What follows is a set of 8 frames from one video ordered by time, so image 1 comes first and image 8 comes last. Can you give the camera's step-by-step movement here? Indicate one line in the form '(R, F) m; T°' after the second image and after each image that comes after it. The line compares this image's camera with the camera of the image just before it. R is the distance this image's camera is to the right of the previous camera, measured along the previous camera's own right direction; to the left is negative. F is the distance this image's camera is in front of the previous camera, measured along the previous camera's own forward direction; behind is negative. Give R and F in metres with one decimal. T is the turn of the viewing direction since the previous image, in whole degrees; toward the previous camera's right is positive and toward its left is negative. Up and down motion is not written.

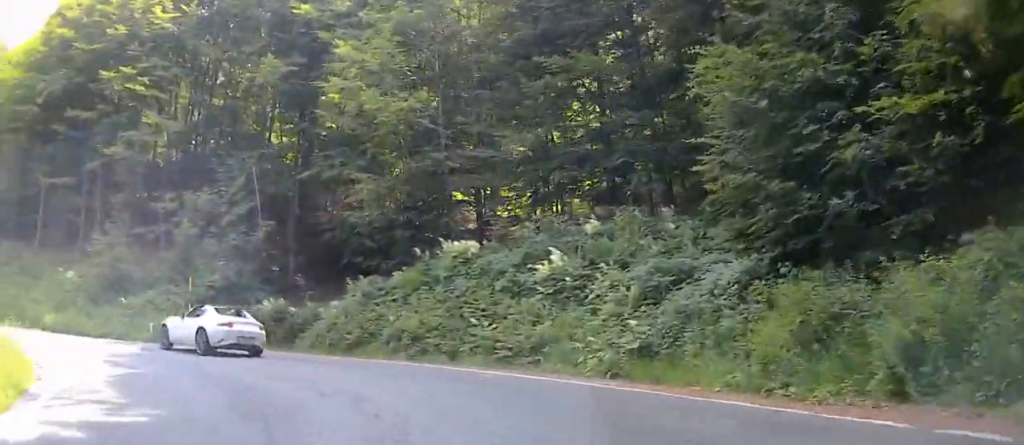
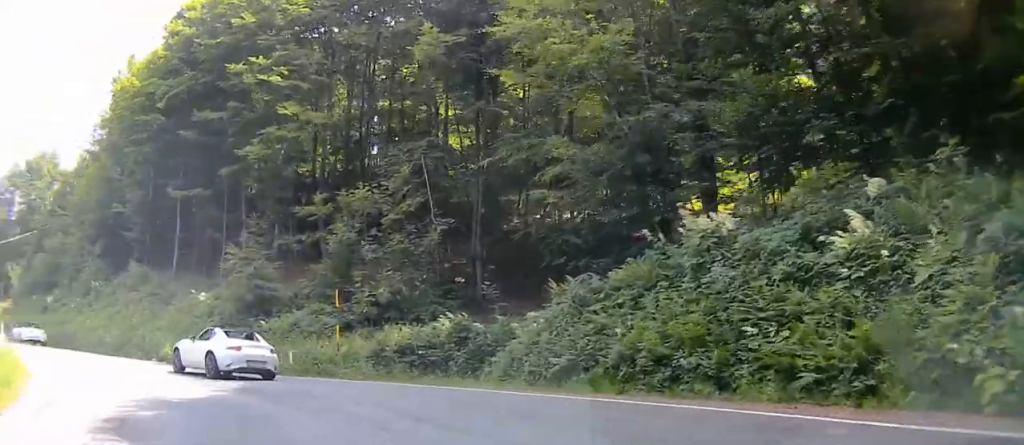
(+0.2, +5.7) m; -3°
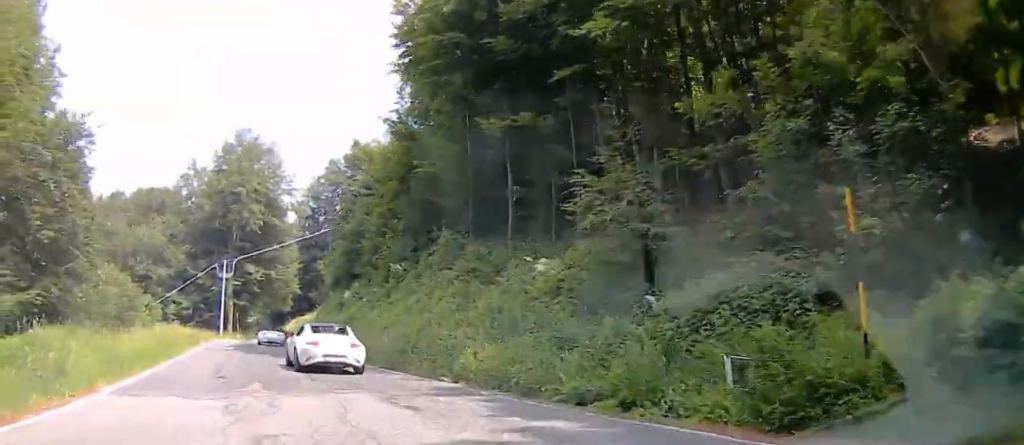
(-0.8, +12.8) m; -4°
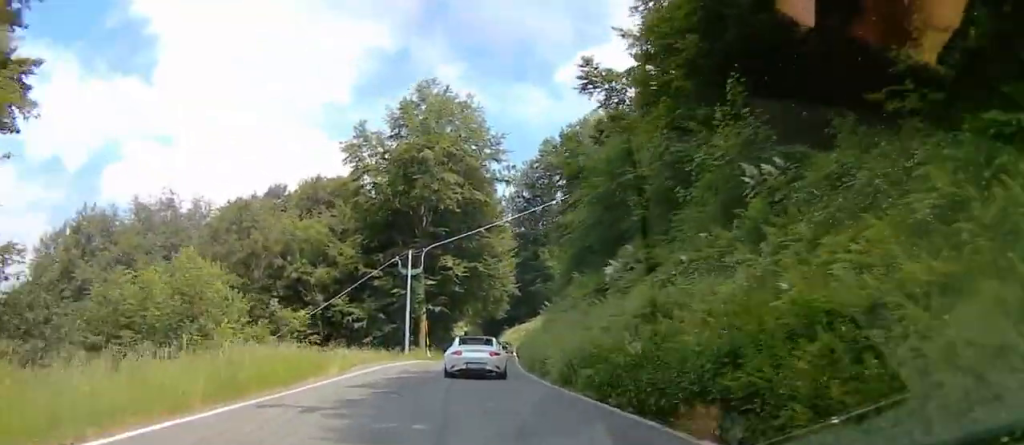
(-2.0, +18.6) m; -19°
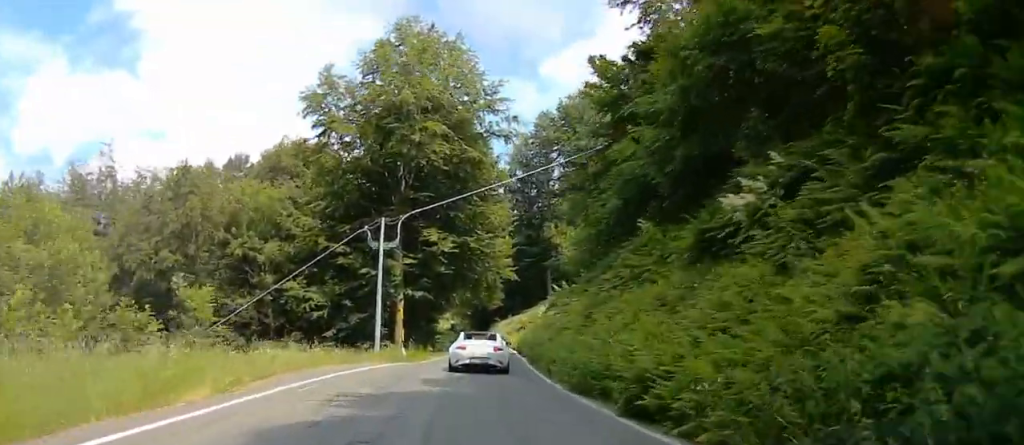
(-0.8, +9.2) m; -14°
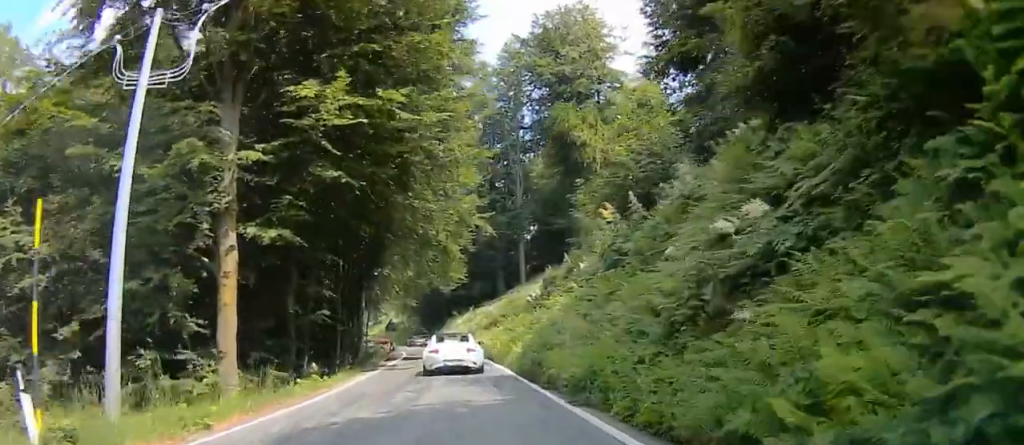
(-3.8, +19.8) m; -13°
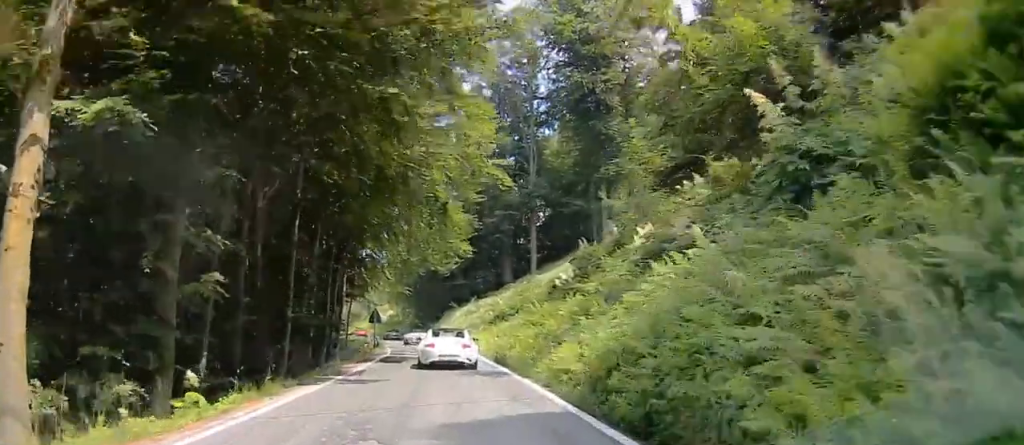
(-0.1, +6.7) m; -1°
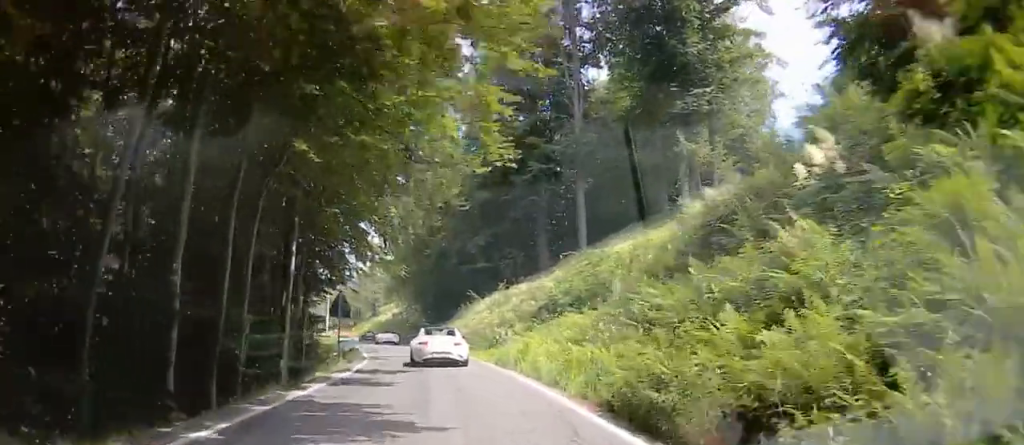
(-0.1, +12.9) m; 0°
